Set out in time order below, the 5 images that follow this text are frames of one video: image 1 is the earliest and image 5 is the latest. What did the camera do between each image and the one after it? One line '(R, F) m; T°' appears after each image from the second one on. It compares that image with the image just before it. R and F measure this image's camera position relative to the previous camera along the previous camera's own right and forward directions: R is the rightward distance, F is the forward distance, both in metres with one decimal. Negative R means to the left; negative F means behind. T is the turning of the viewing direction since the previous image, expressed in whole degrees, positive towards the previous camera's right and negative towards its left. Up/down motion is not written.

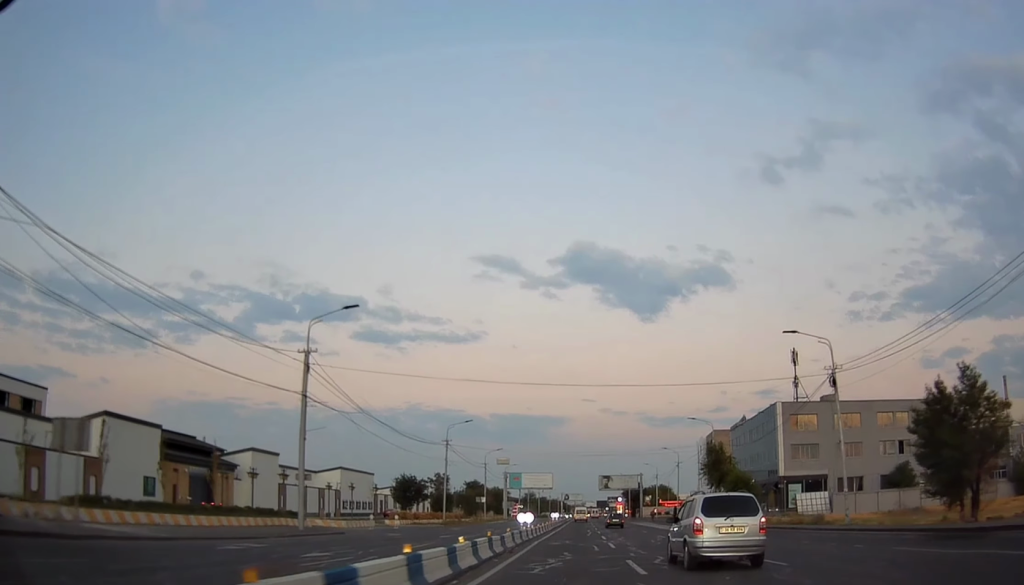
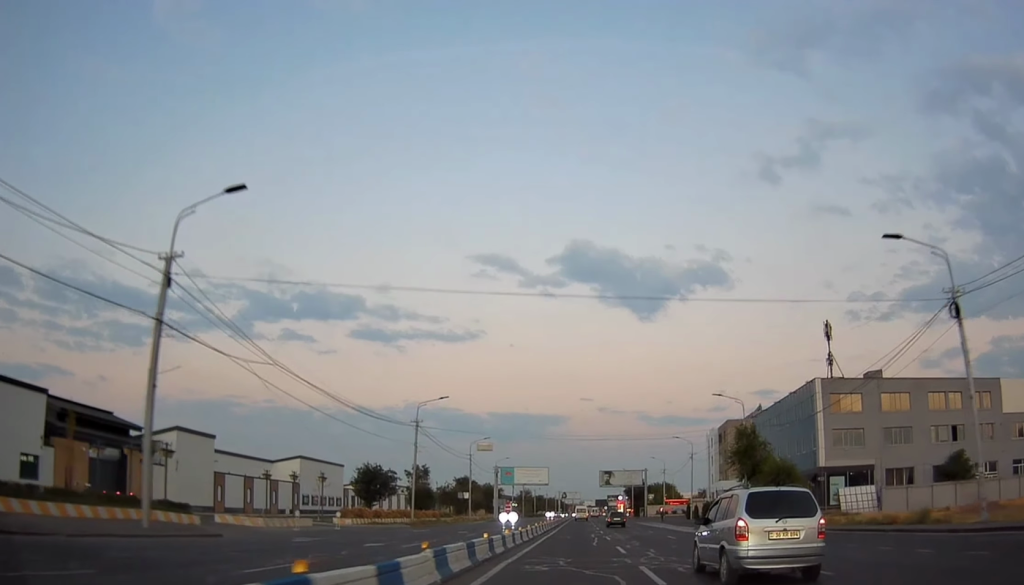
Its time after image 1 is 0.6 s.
(-0.1, +14.0) m; 0°
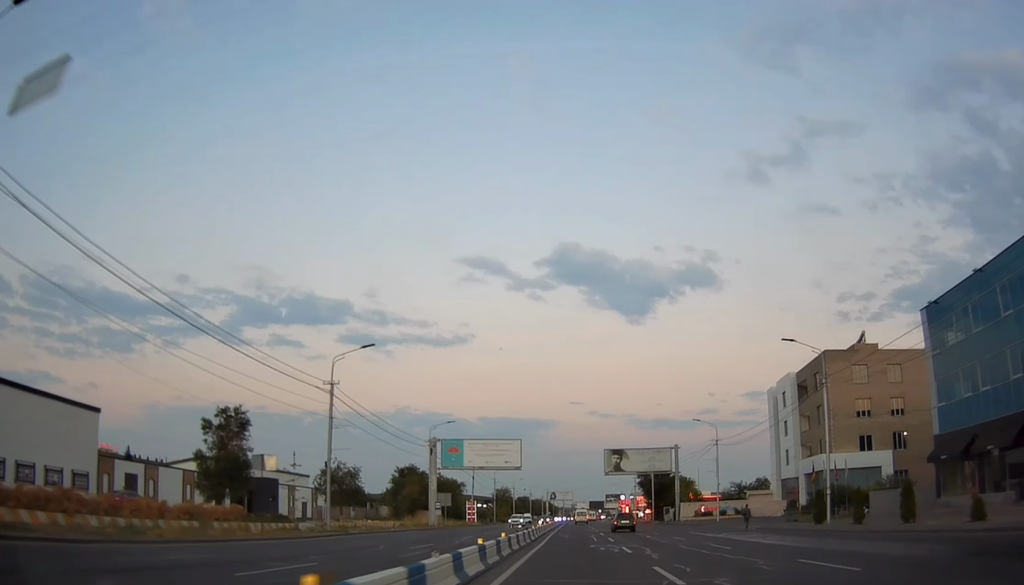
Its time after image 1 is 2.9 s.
(+0.3, +53.0) m; +1°
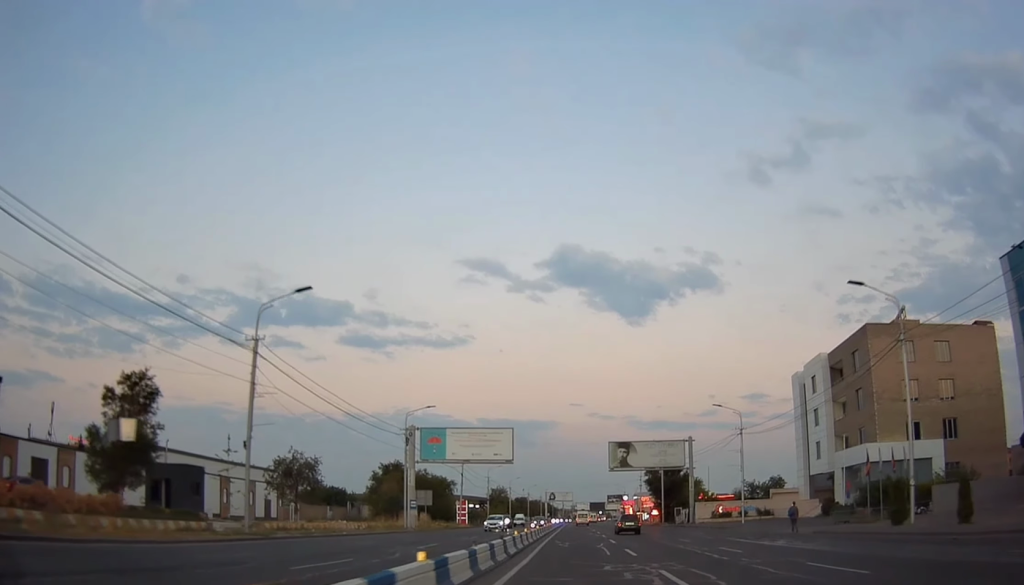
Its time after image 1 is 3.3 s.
(+0.1, +11.1) m; 0°
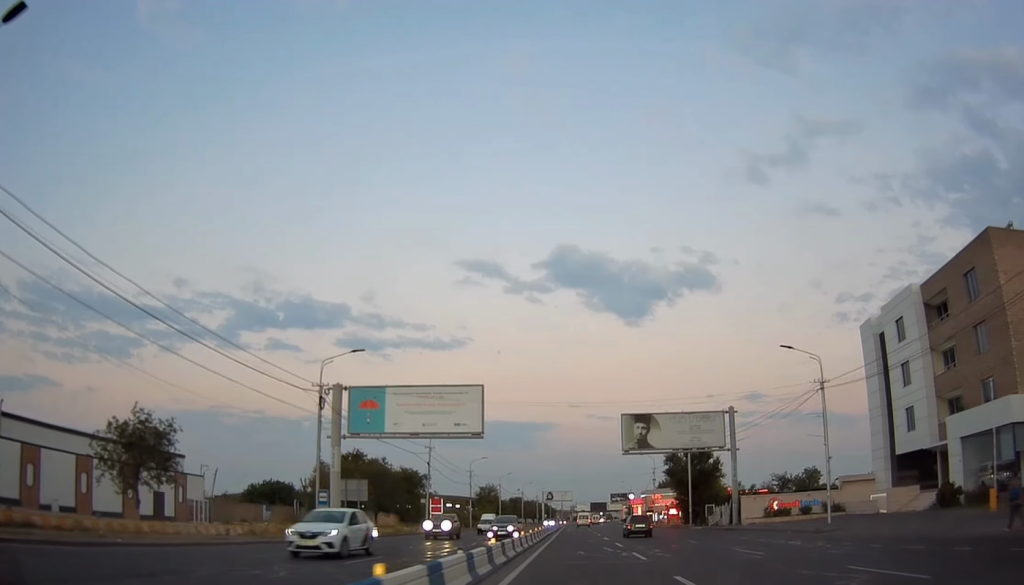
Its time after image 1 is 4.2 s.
(+0.1, +22.2) m; 0°
